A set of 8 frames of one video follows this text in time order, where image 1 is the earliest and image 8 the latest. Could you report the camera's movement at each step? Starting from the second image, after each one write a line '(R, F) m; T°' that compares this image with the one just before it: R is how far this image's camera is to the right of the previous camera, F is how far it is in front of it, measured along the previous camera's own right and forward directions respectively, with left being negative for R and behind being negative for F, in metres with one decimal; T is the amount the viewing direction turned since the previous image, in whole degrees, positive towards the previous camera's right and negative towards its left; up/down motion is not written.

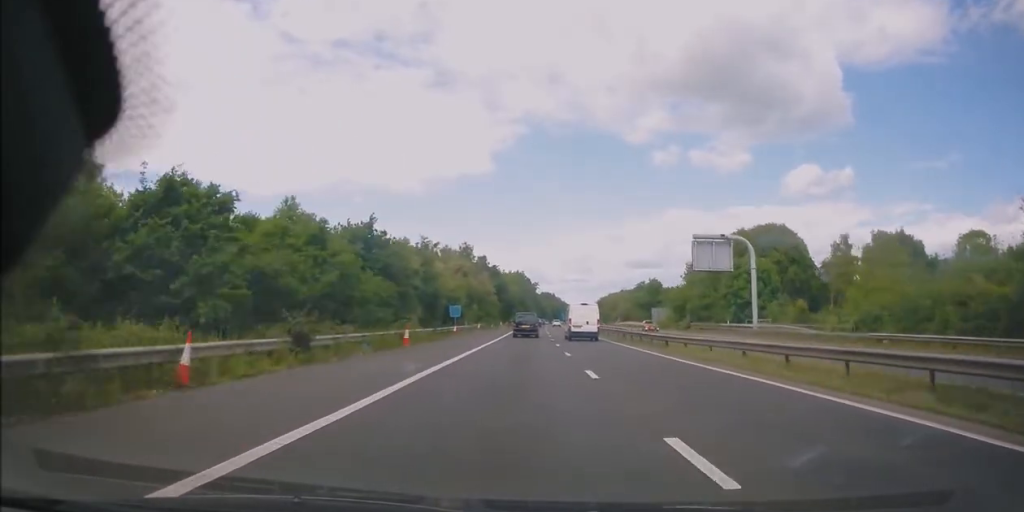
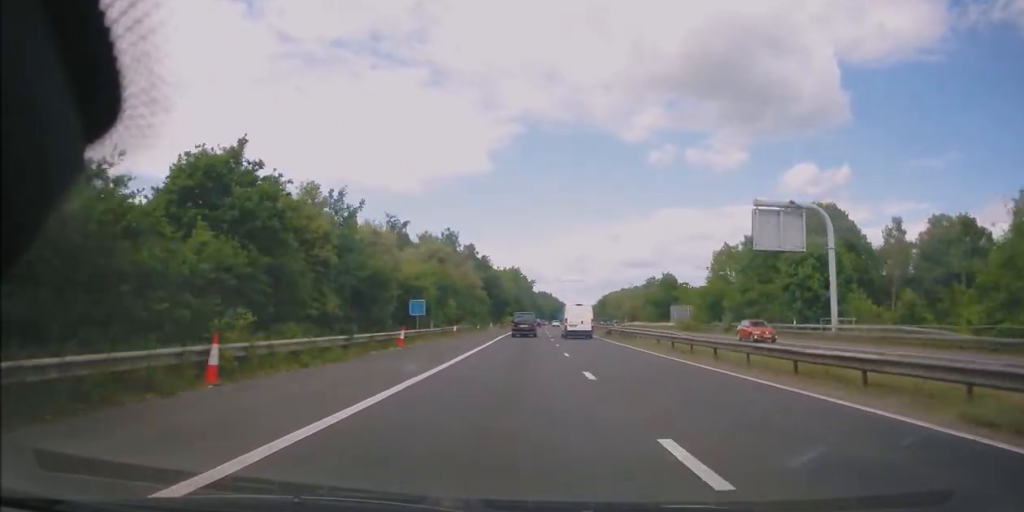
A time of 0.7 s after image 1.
(+0.1, +18.5) m; 0°
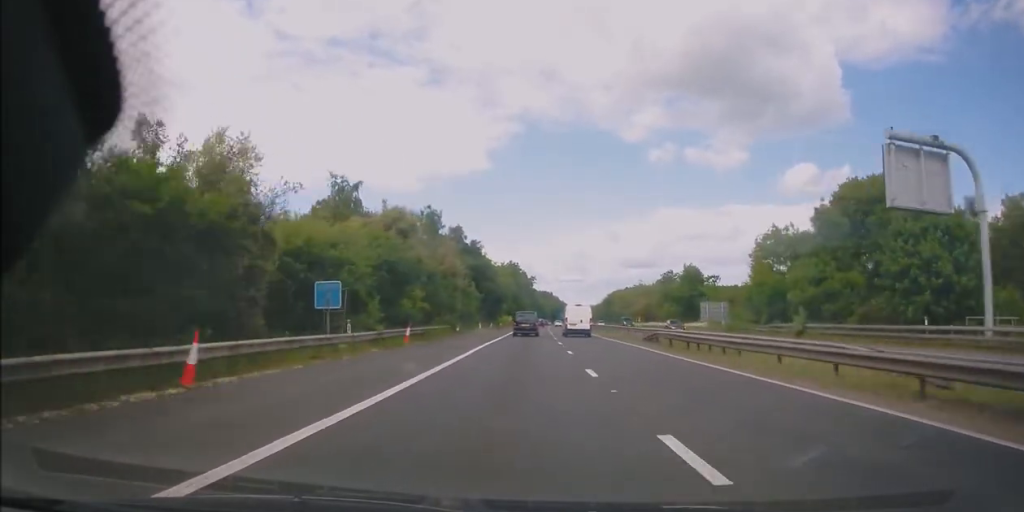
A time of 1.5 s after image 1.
(+0.1, +18.5) m; 0°
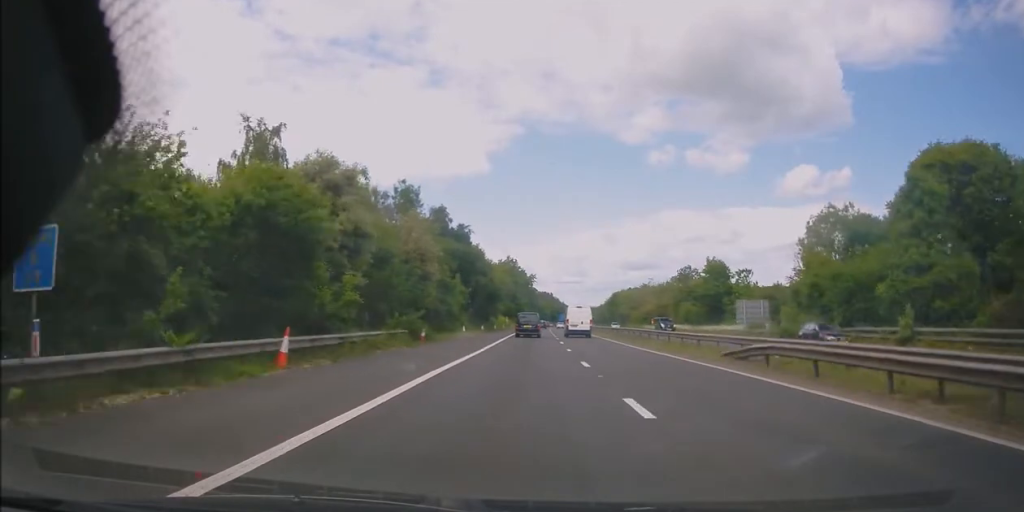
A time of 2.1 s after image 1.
(0.0, +15.1) m; 0°
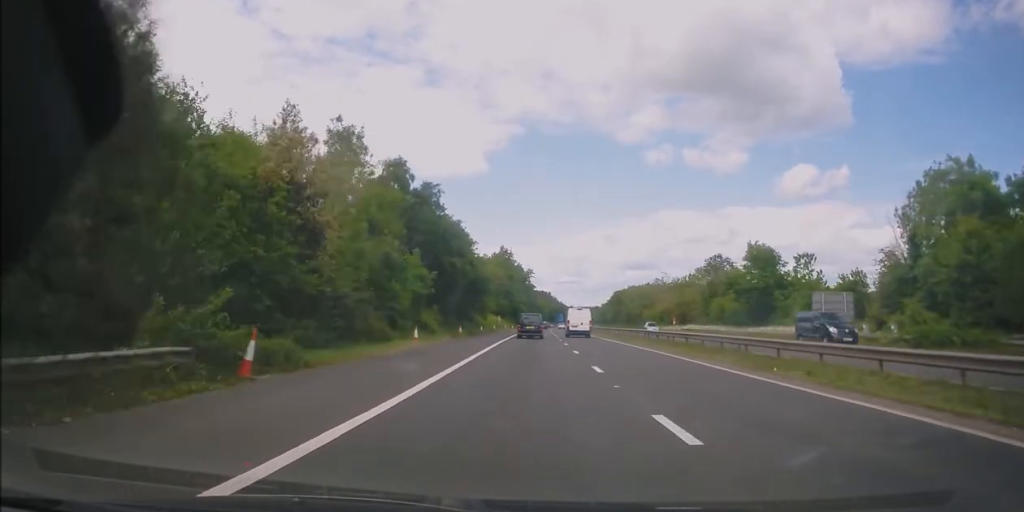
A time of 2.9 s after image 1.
(+0.1, +19.9) m; 0°
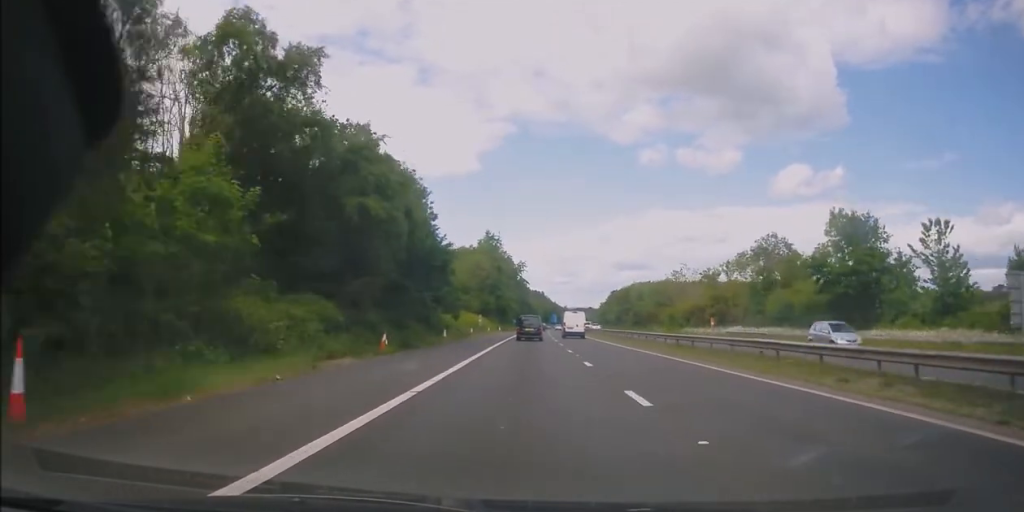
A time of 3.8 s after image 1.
(0.0, +24.1) m; 0°
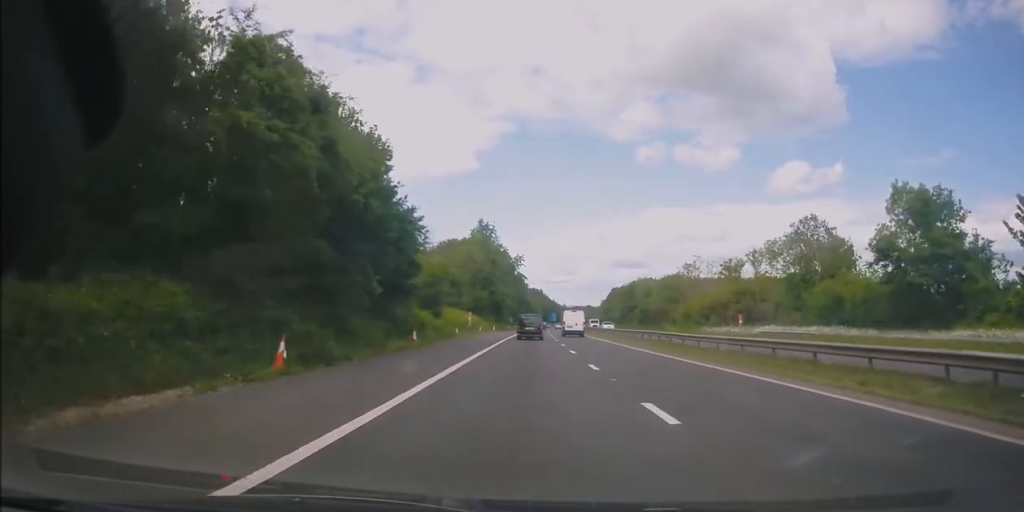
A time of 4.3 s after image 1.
(0.0, +10.8) m; 0°
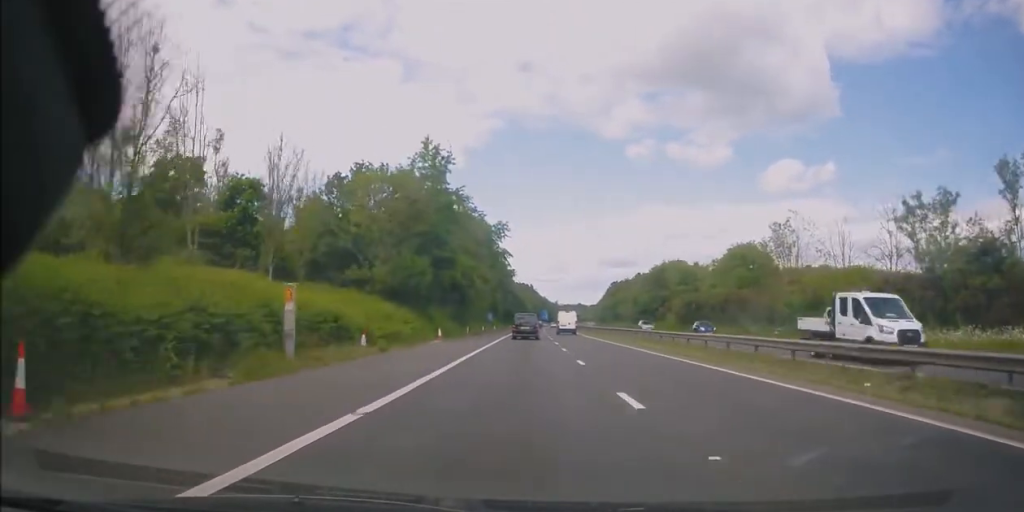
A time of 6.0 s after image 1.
(+0.5, +44.1) m; +2°
